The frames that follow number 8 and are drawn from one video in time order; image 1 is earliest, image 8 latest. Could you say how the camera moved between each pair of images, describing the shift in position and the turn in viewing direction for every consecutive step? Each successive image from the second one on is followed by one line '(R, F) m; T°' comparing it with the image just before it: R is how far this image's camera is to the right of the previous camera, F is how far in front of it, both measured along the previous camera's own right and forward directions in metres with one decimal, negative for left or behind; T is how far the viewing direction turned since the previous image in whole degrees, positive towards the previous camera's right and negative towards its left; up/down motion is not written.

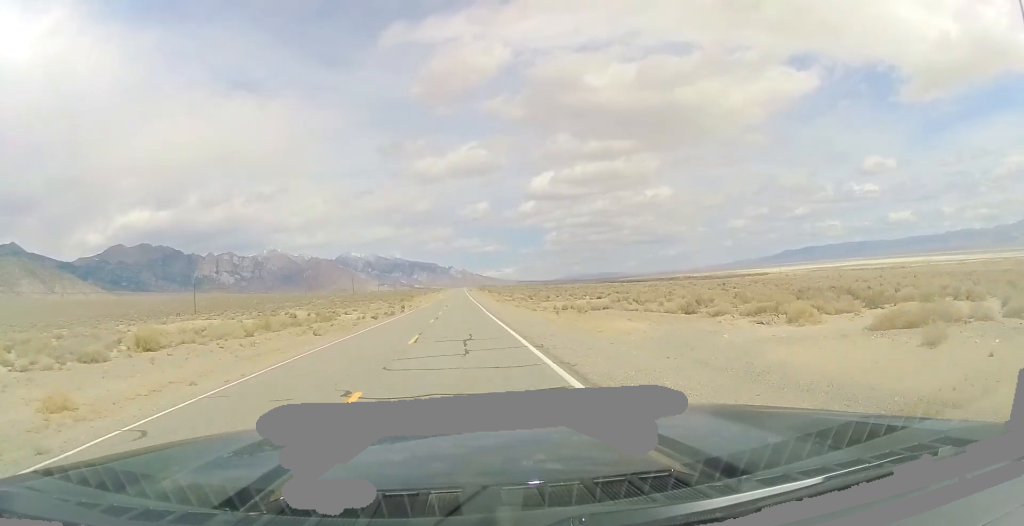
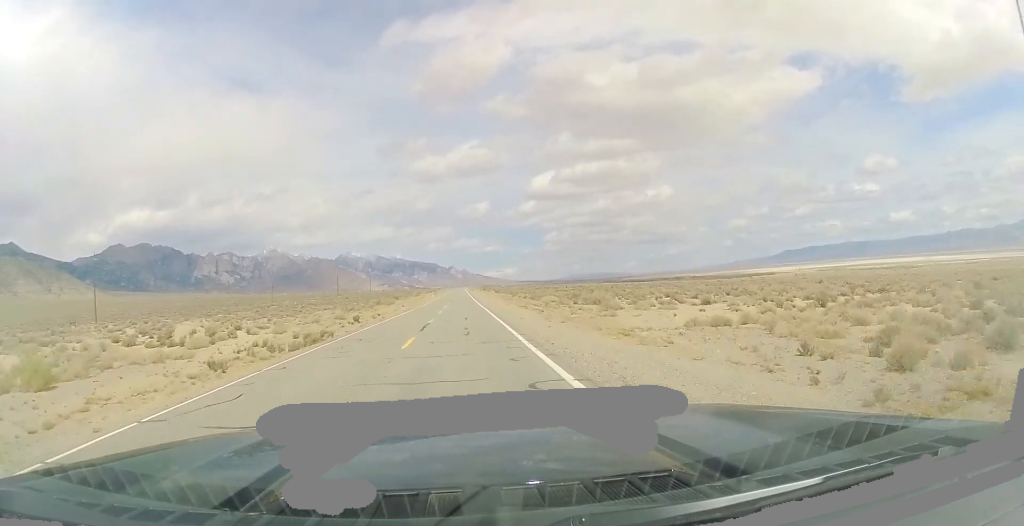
(0.0, +38.0) m; 0°
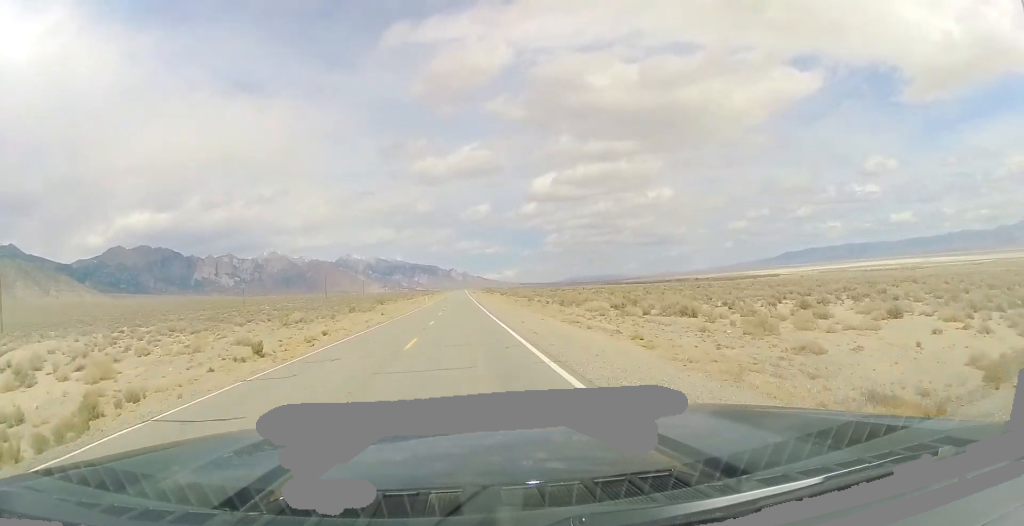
(-0.1, +23.8) m; 0°
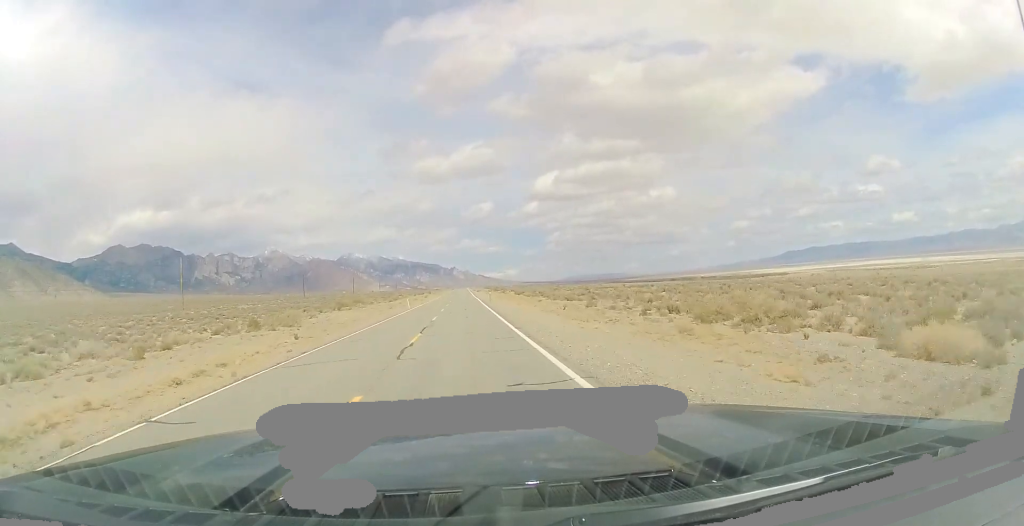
(0.0, +35.7) m; 0°
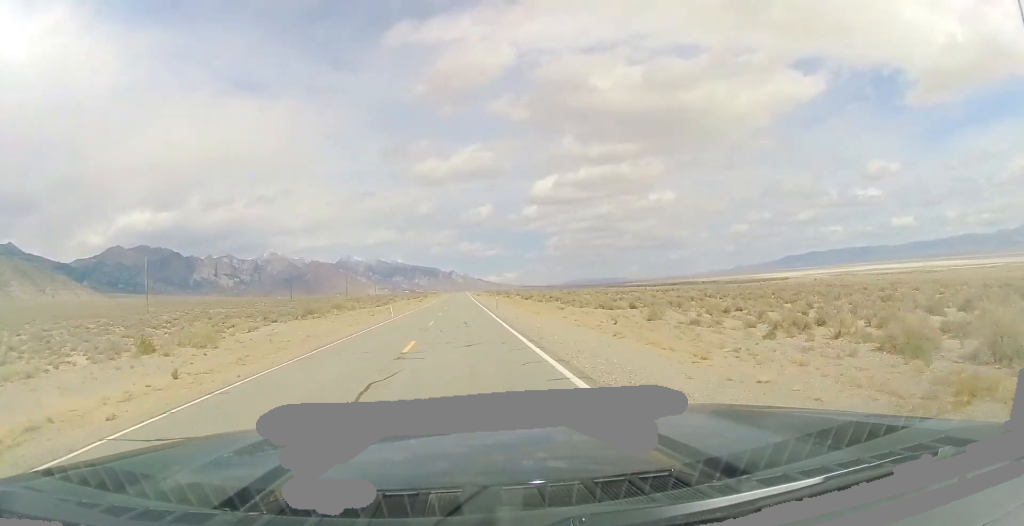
(+0.1, +14.3) m; 0°
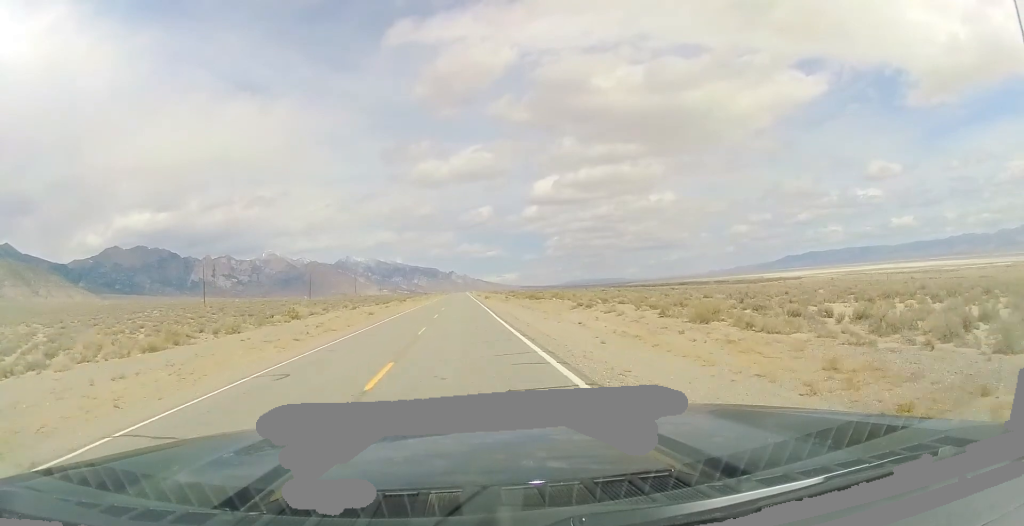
(-0.1, +66.6) m; 0°
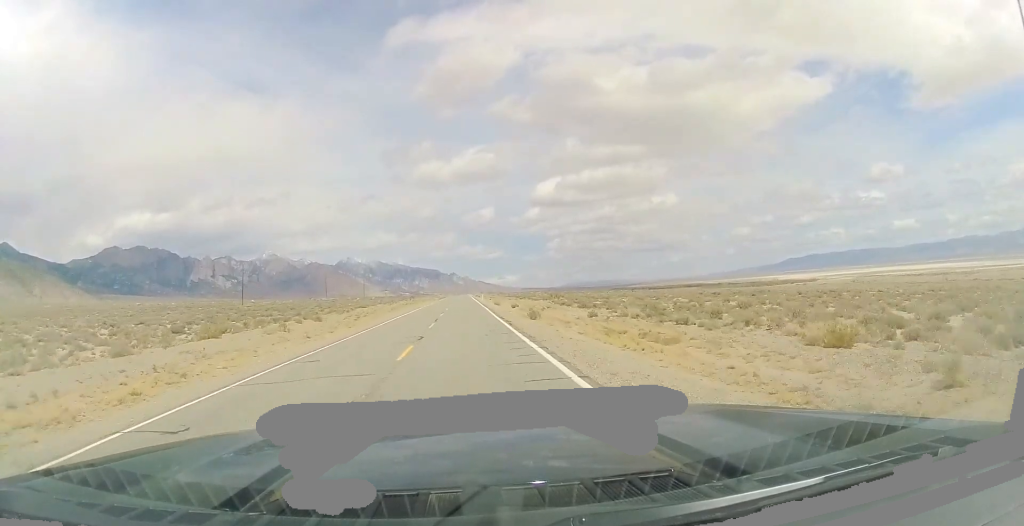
(+0.7, +68.9) m; 0°
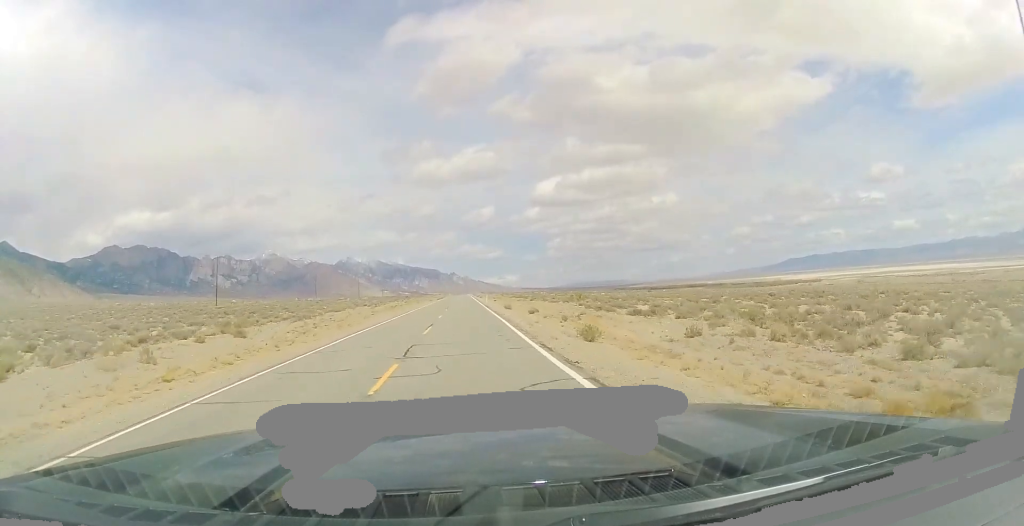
(-0.2, +16.5) m; 0°
